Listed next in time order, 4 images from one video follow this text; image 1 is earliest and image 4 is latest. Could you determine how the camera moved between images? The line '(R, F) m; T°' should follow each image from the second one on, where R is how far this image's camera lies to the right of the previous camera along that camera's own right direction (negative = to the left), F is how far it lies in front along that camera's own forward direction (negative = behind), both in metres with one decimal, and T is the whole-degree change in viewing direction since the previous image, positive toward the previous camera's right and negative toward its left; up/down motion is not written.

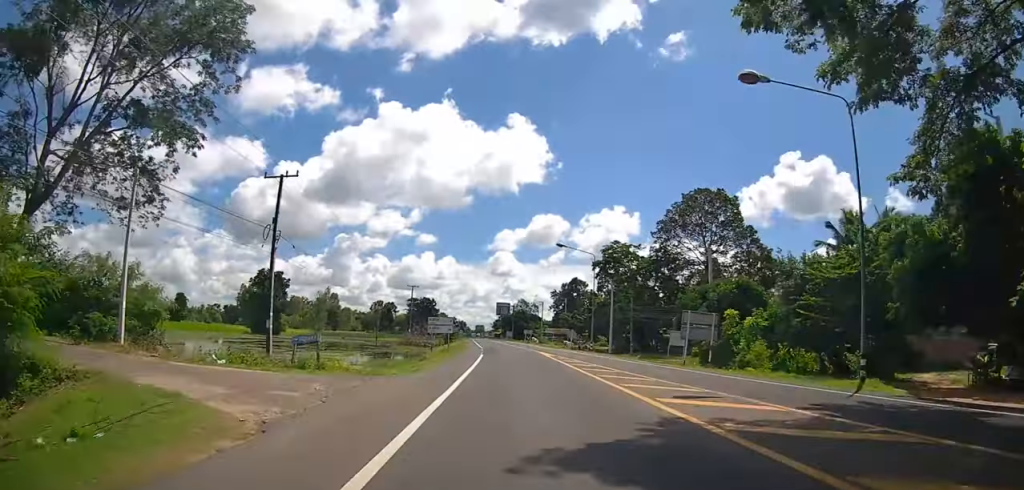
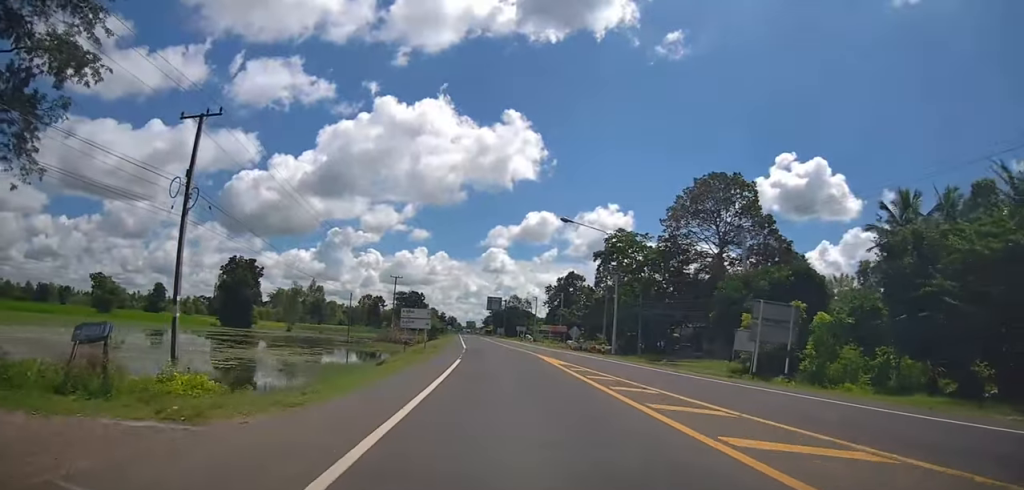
(0.0, +10.4) m; 0°
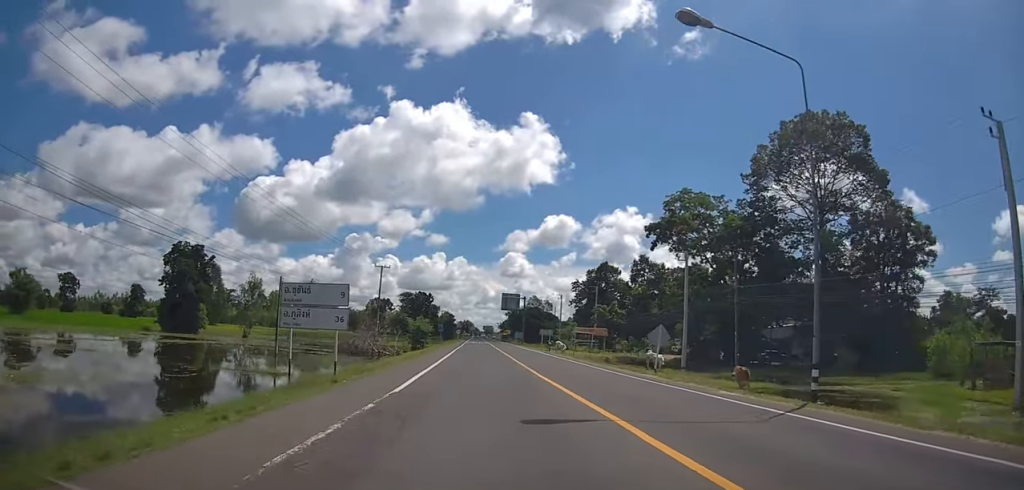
(-0.2, +26.7) m; -3°
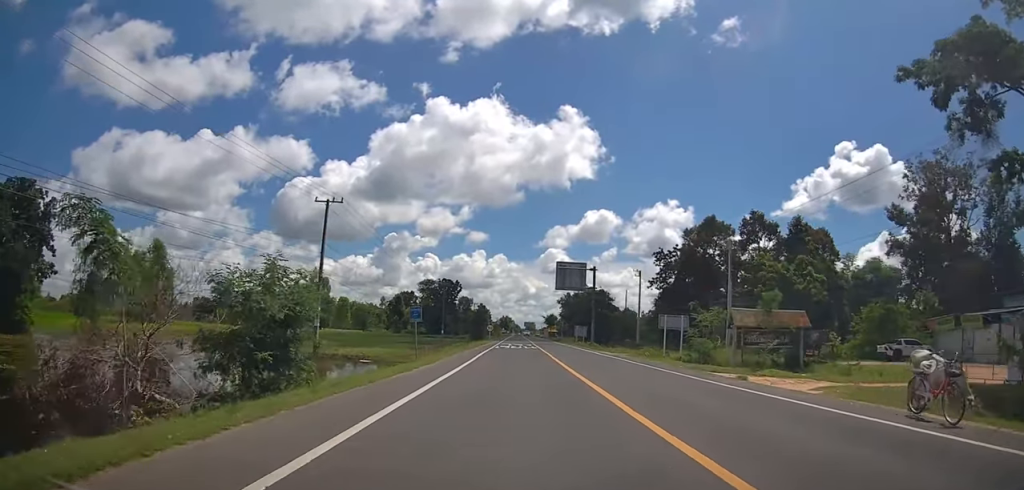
(-1.4, +43.7) m; -1°
